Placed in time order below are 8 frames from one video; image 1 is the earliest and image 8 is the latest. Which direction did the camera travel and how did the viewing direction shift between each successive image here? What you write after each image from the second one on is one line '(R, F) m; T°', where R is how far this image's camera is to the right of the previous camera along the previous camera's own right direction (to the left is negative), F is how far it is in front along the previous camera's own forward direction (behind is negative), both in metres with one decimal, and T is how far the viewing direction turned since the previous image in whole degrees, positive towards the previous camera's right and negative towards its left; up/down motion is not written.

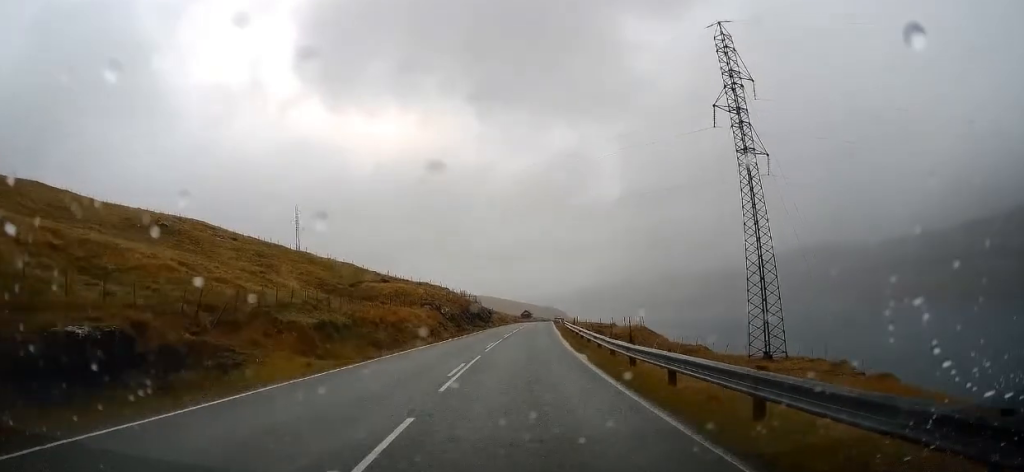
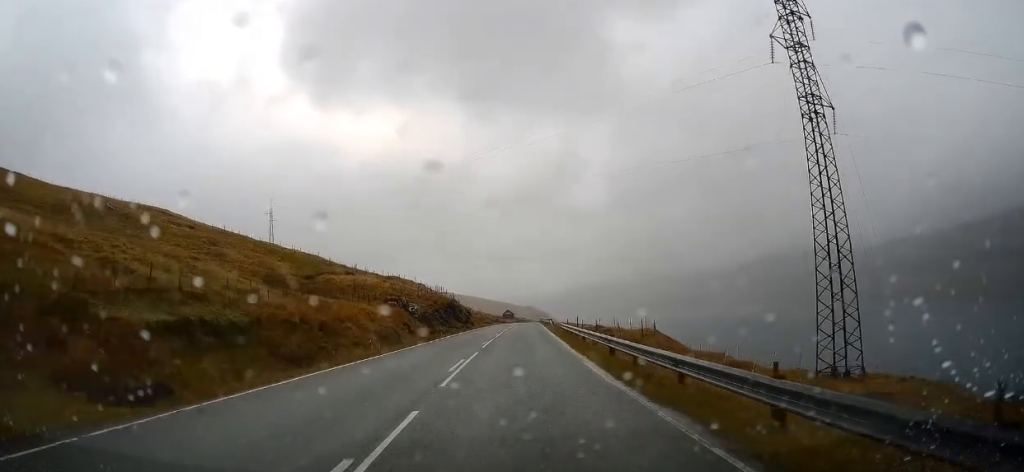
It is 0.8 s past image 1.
(+0.1, +12.4) m; +1°
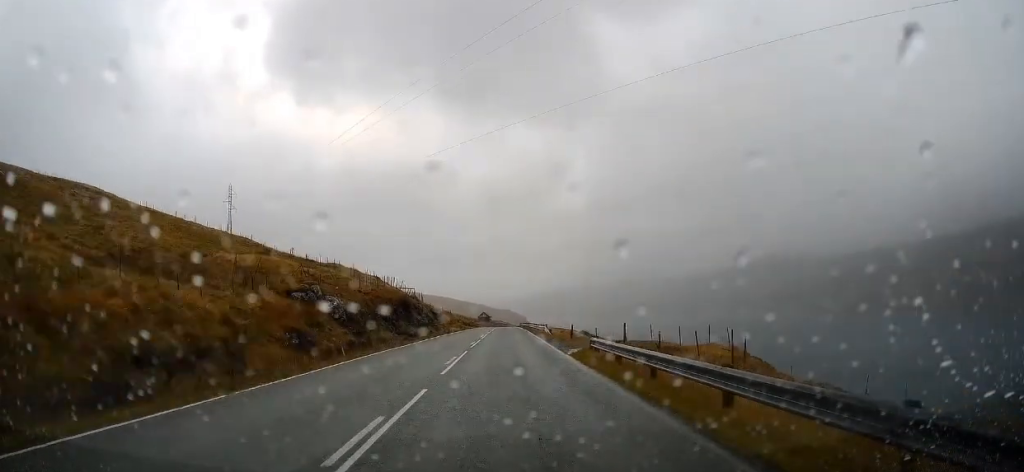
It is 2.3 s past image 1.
(+0.3, +23.1) m; +2°
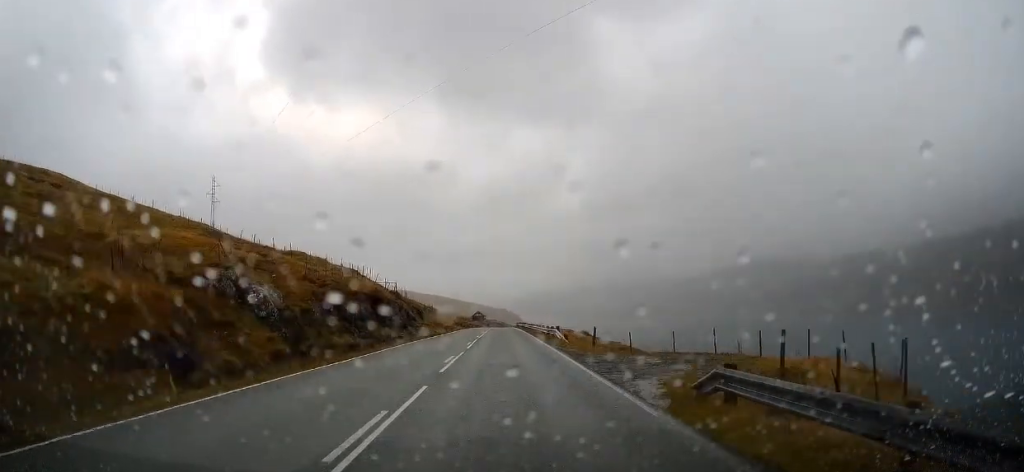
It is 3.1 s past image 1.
(+0.2, +12.2) m; +2°
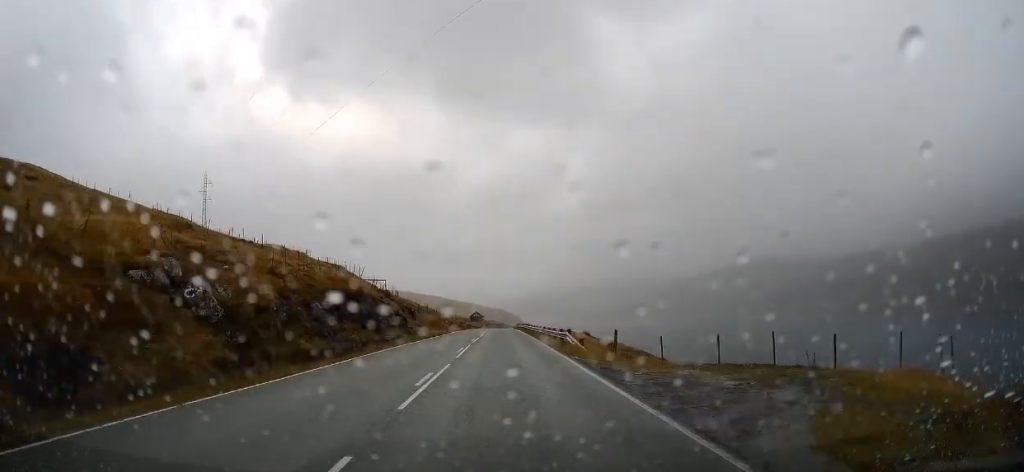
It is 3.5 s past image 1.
(+0.1, +6.1) m; +1°
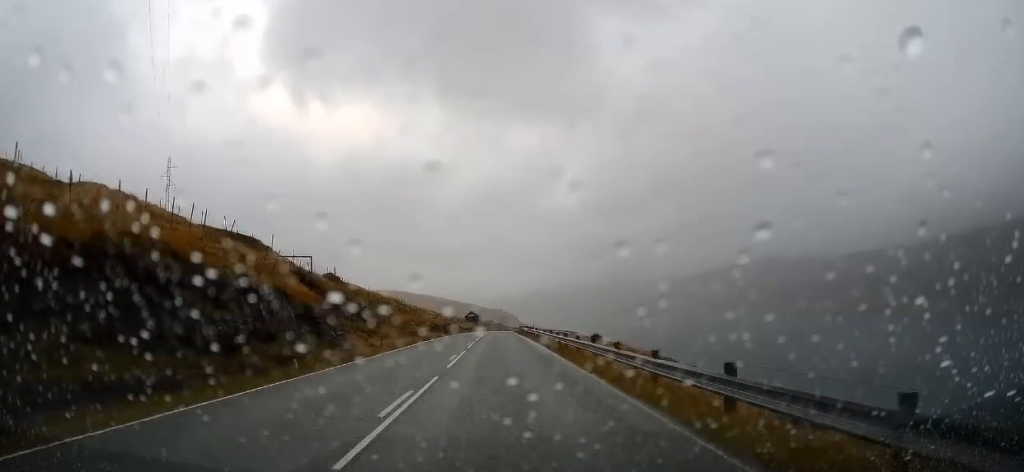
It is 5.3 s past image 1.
(+0.4, +27.6) m; +2°
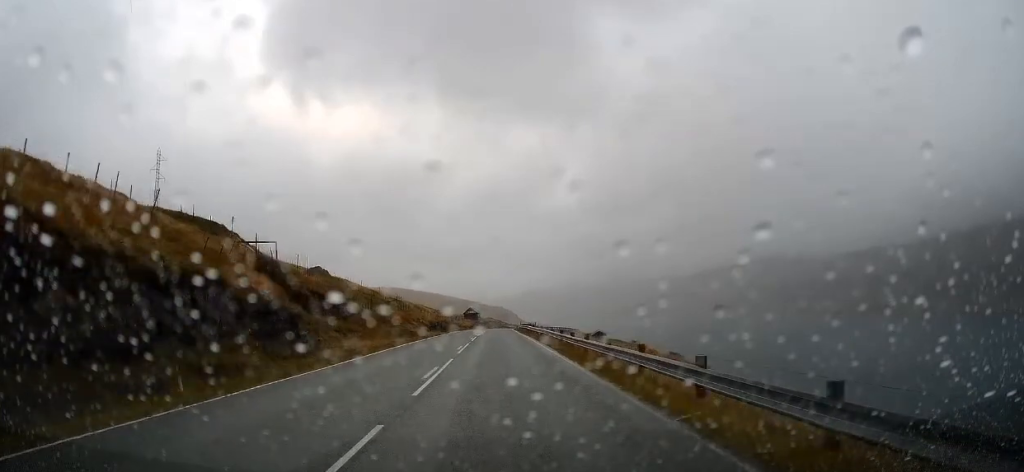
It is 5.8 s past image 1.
(+0.1, +7.0) m; 0°
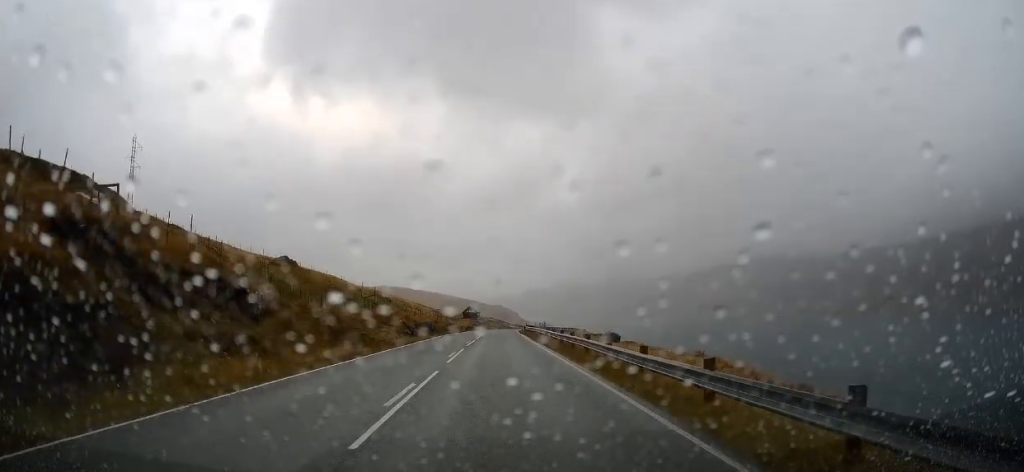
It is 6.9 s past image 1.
(-0.1, +16.9) m; 0°
